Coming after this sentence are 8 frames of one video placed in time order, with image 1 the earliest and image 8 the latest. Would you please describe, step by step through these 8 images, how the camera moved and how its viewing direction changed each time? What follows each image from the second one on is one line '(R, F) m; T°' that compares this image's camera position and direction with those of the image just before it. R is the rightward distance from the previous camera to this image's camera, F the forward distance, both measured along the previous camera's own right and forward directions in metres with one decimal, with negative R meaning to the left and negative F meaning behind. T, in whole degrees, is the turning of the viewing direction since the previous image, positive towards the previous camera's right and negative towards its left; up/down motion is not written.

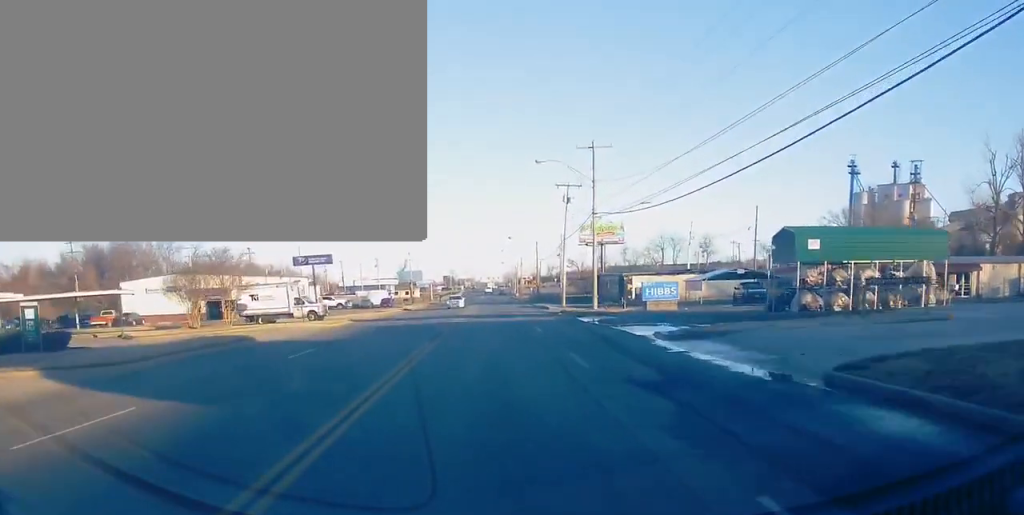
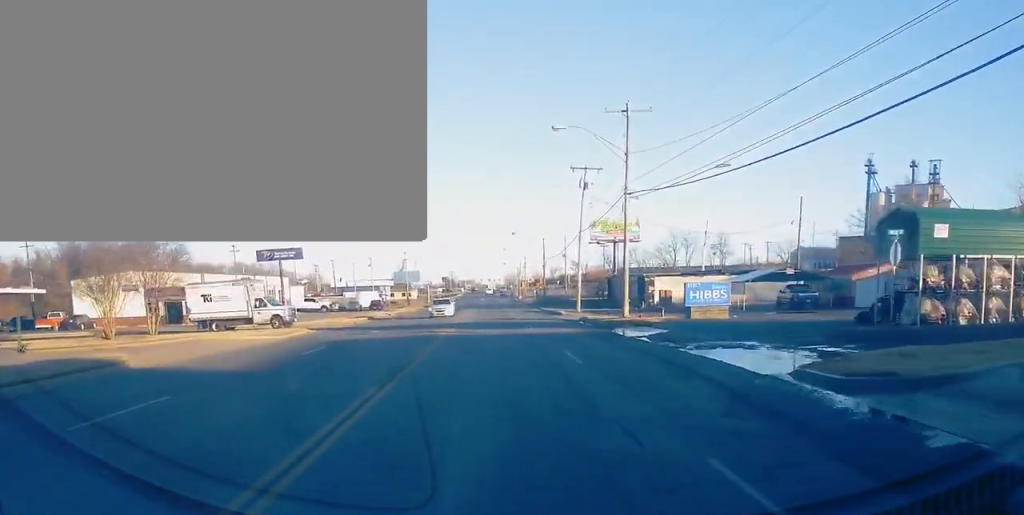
(0.0, +12.2) m; 0°
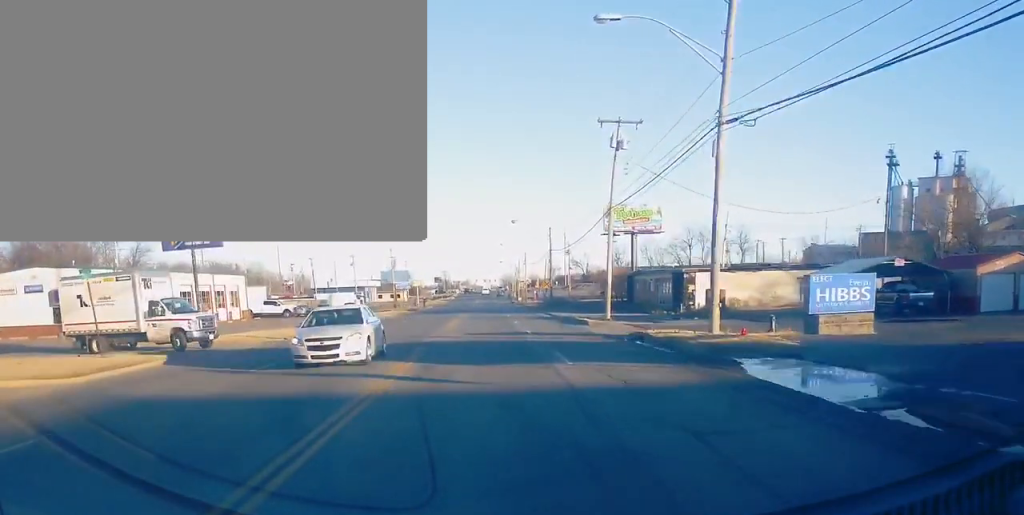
(0.0, +18.3) m; 0°
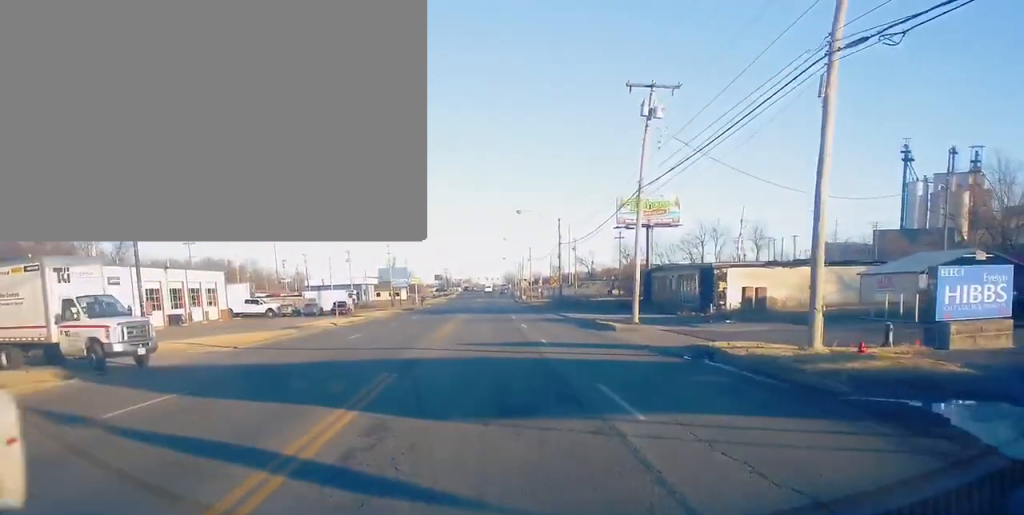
(0.0, +8.1) m; 0°
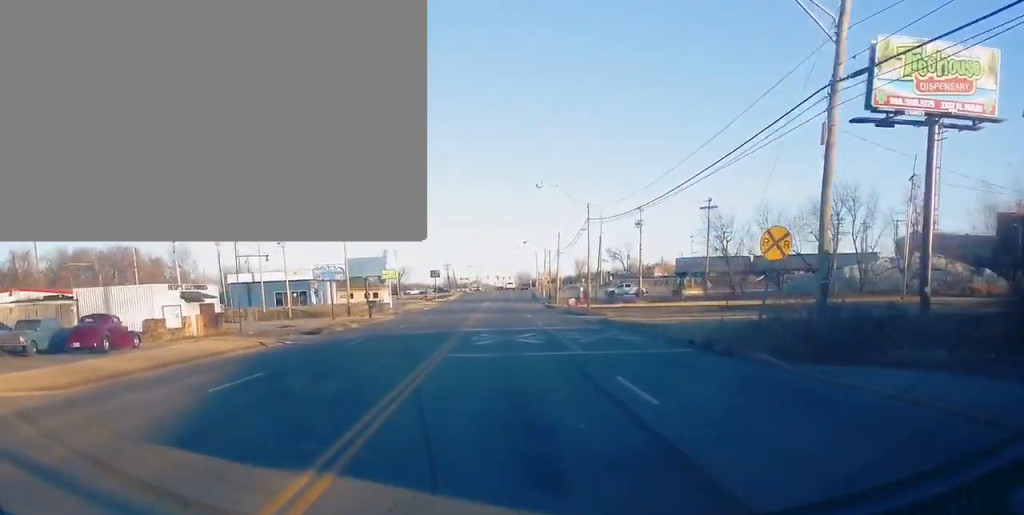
(-0.9, +58.8) m; -1°
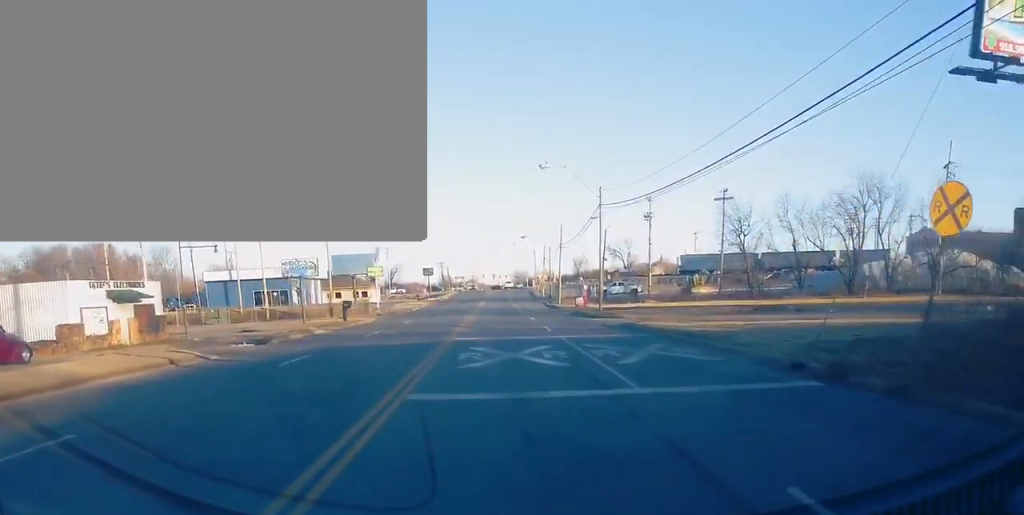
(+0.1, +8.6) m; +1°
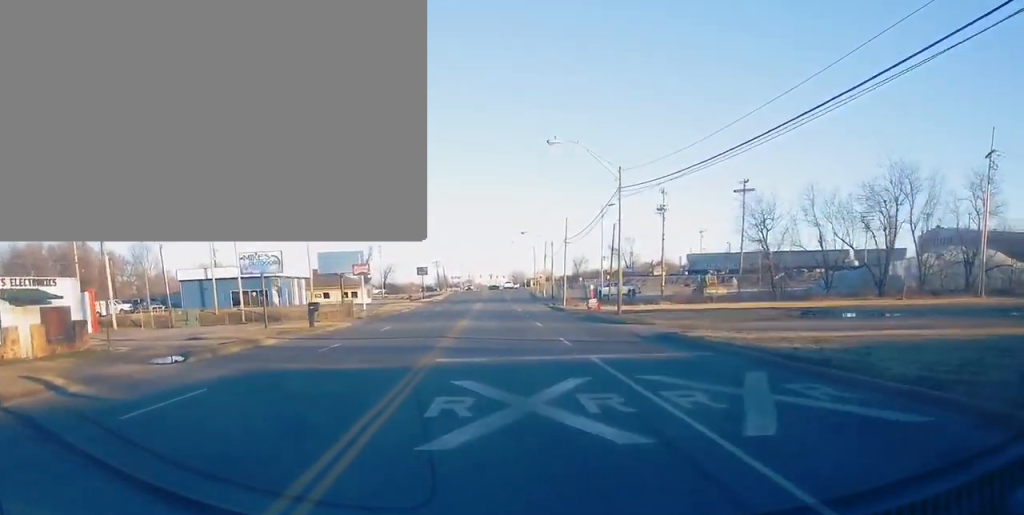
(0.0, +8.6) m; 0°
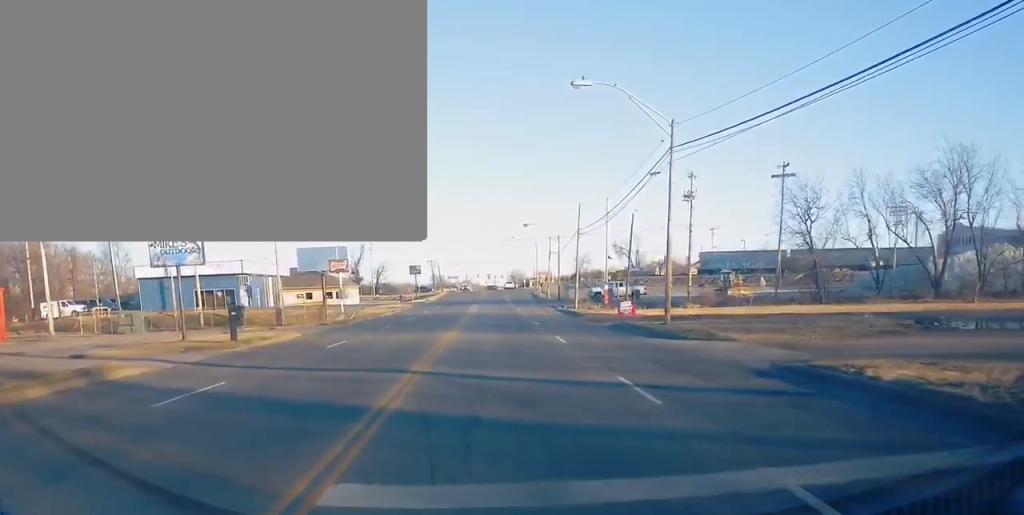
(0.0, +12.3) m; 0°
